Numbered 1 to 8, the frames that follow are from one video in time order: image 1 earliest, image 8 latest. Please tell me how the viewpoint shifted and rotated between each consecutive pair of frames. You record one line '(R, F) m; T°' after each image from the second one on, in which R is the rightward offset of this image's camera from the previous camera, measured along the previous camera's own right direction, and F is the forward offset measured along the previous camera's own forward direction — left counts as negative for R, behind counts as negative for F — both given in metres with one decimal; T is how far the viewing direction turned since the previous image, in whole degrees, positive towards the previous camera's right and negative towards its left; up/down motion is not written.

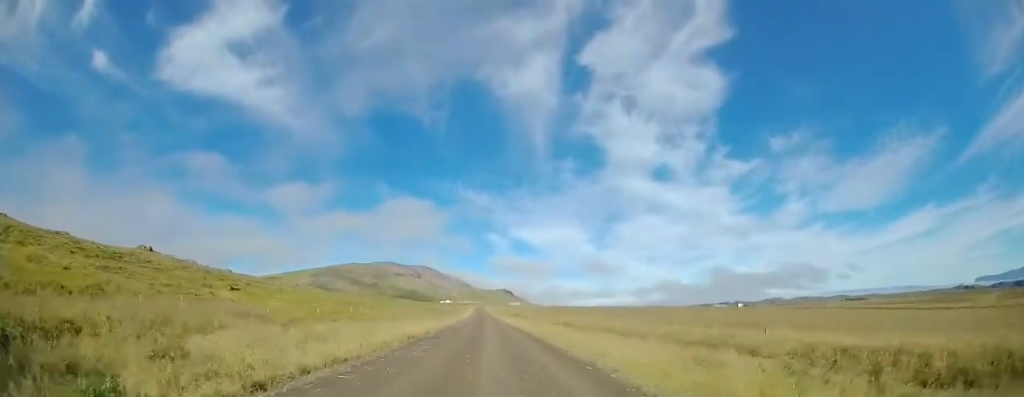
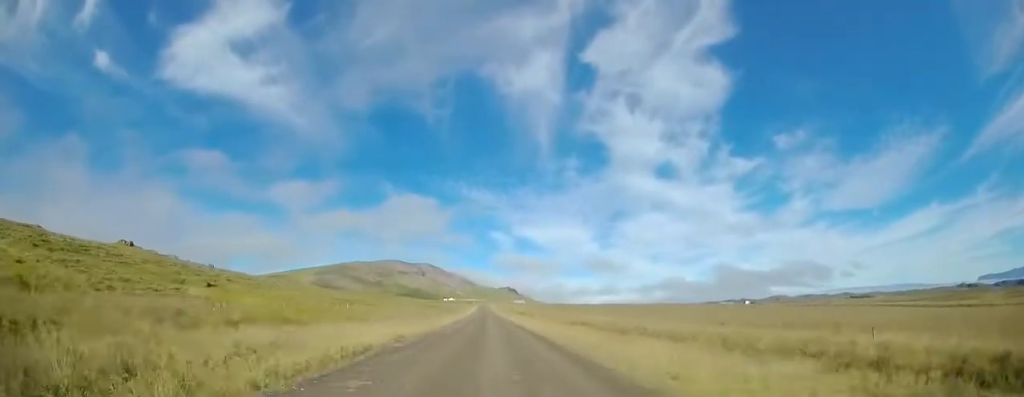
(0.0, +8.3) m; -1°
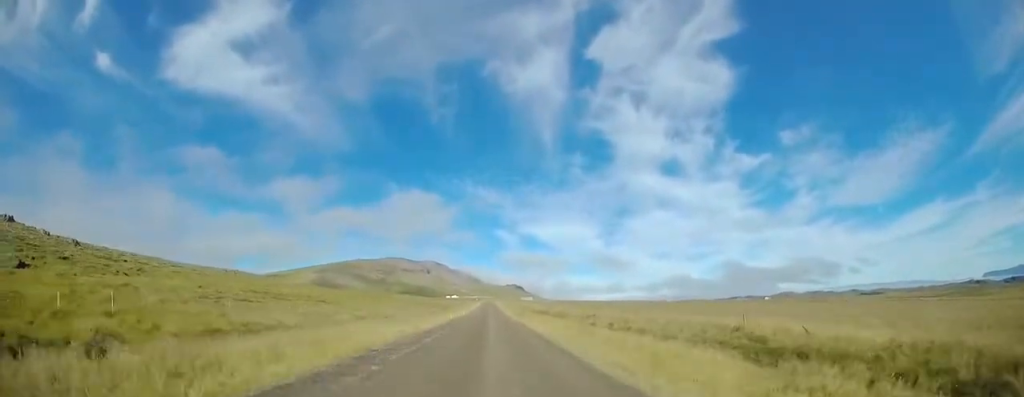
(-1.4, +39.7) m; -2°
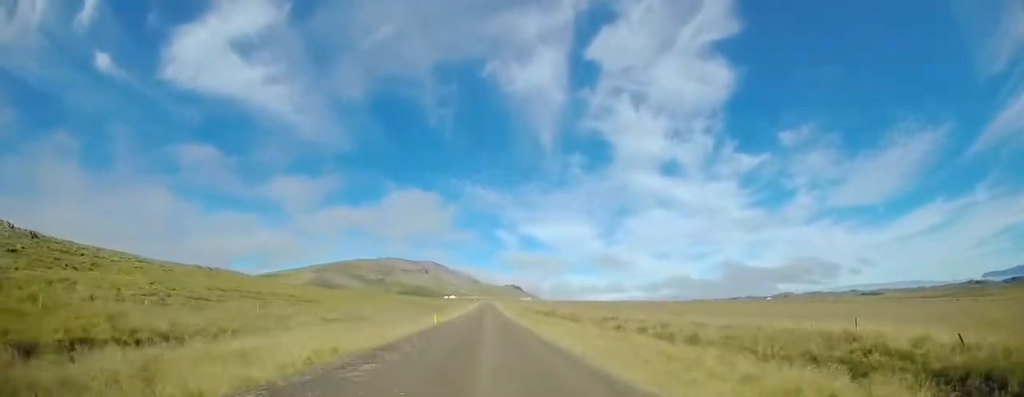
(0.0, +9.2) m; 0°
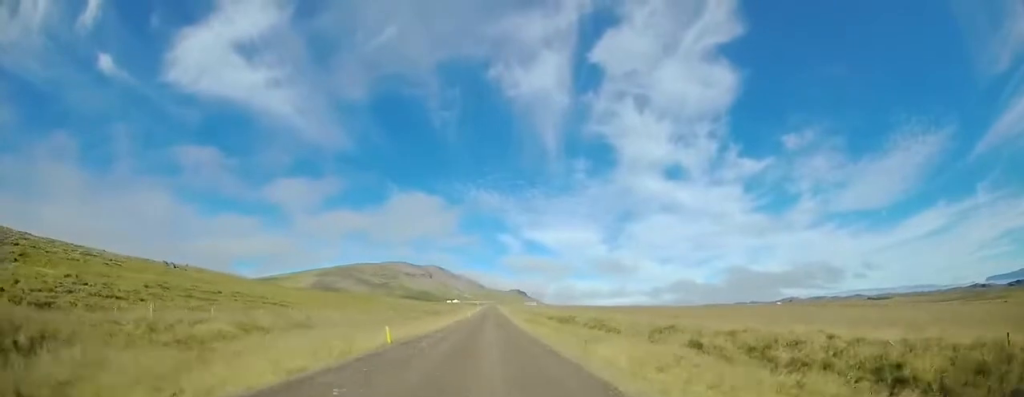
(+0.2, +14.0) m; -1°
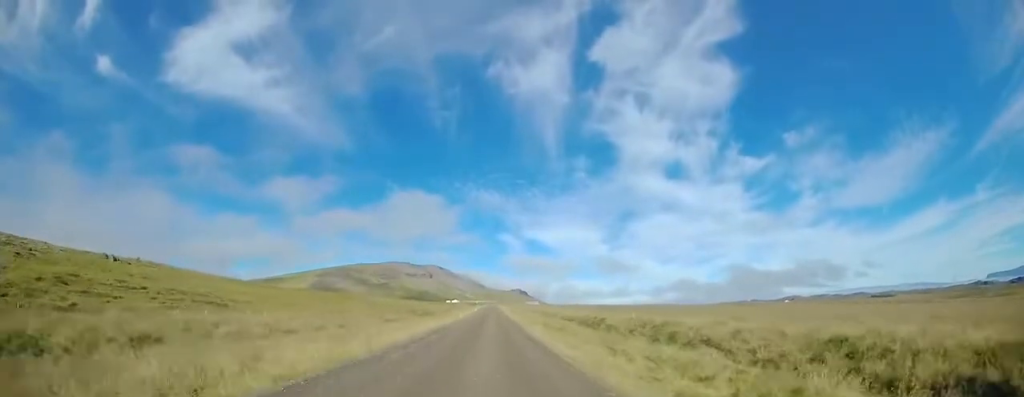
(-0.4, +17.9) m; -1°
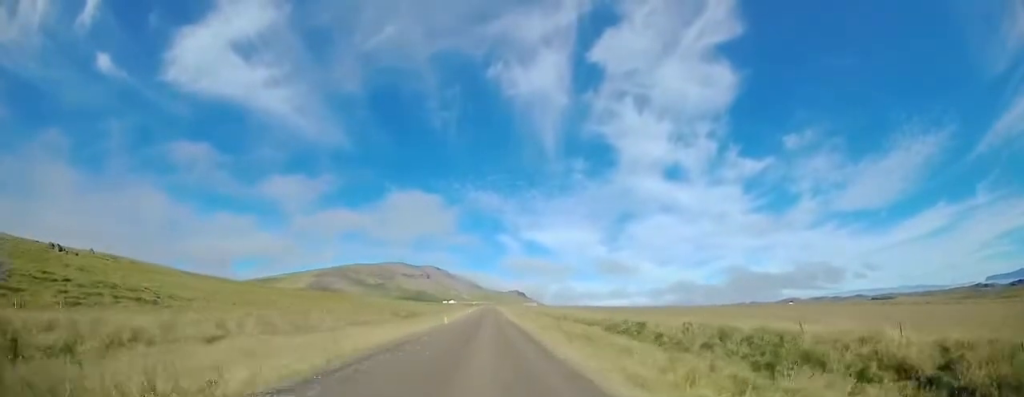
(+0.2, +13.5) m; 0°
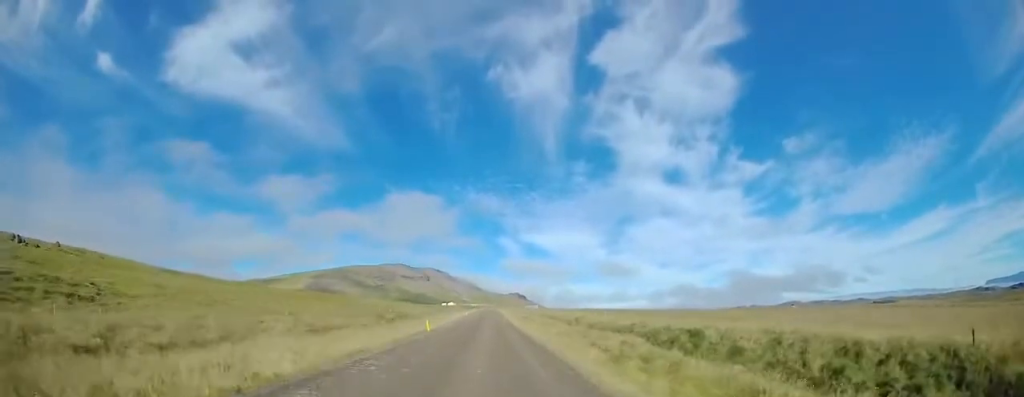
(-0.2, +9.7) m; 0°
